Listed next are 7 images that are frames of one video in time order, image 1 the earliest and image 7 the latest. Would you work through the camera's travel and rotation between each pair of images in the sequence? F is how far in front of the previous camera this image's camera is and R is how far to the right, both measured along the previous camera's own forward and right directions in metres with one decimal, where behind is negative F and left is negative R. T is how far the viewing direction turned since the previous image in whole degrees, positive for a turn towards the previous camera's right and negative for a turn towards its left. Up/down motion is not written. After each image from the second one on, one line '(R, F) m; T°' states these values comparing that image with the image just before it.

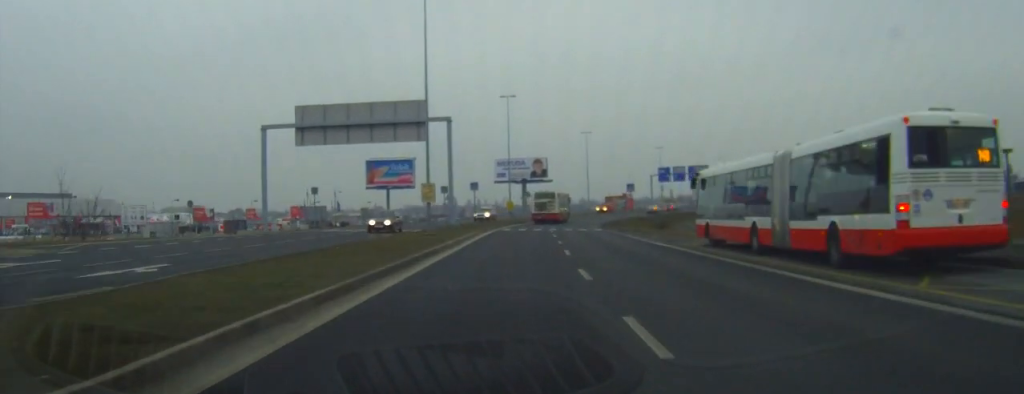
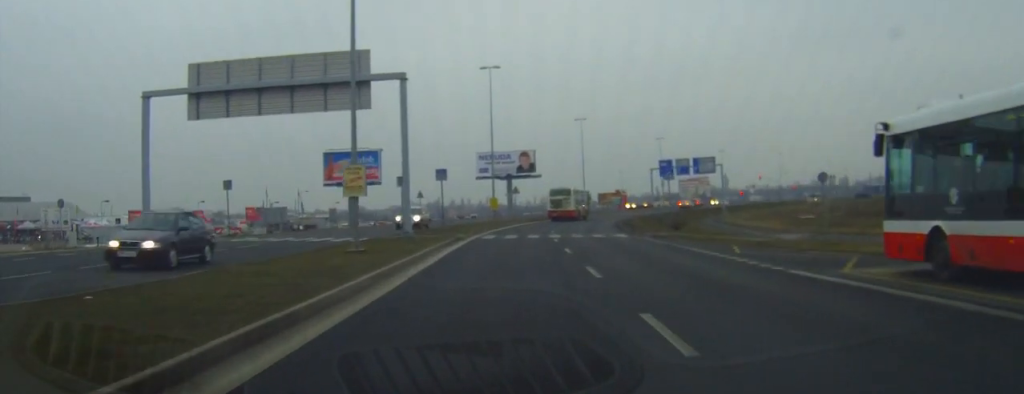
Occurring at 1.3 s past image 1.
(+0.8, +17.3) m; +2°
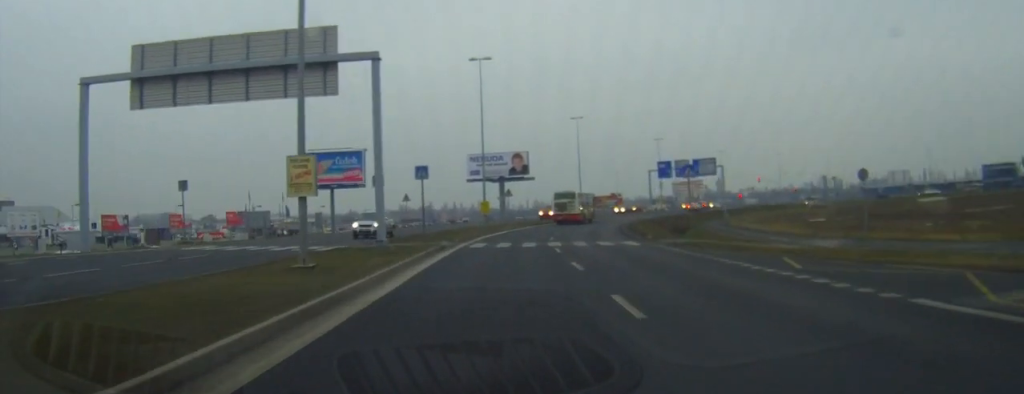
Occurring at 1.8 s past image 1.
(+0.1, +5.9) m; 0°
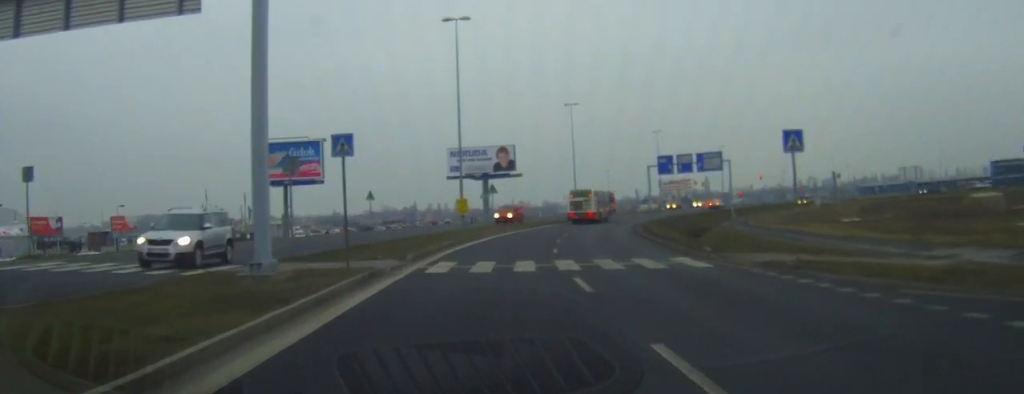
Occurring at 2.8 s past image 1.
(-0.3, +13.7) m; -1°
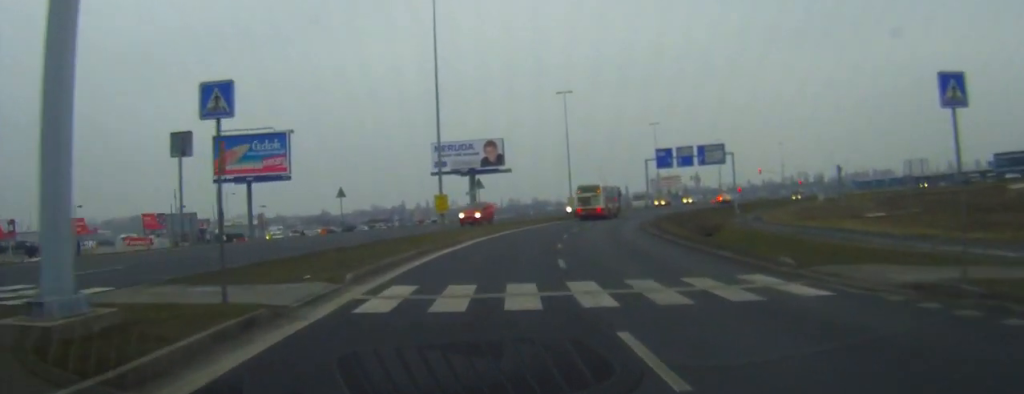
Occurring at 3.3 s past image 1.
(0.0, +7.9) m; +1°
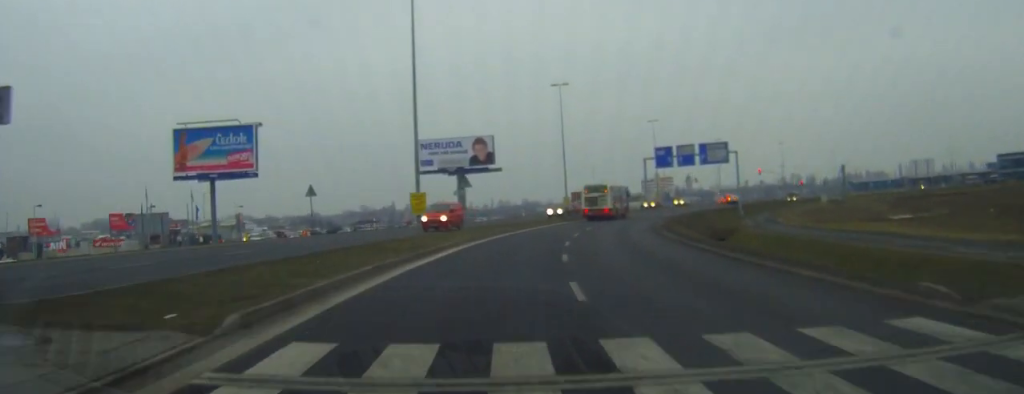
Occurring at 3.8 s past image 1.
(-0.1, +6.7) m; +1°
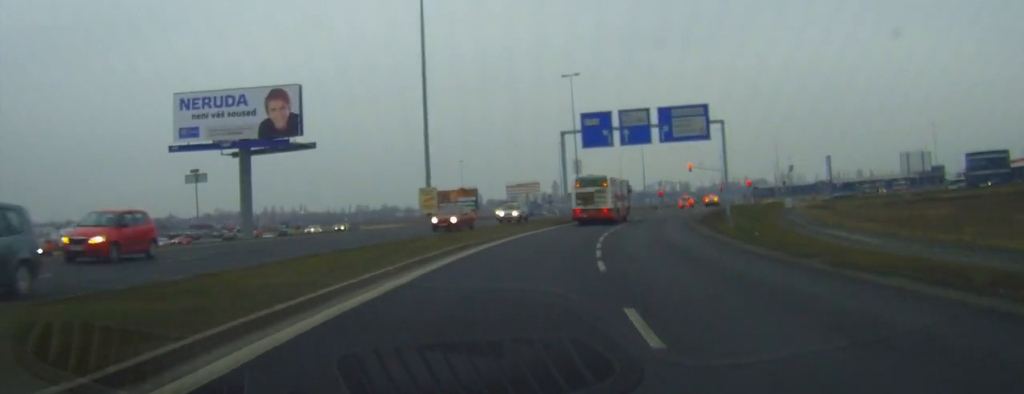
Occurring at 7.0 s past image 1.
(+3.4, +46.4) m; +7°
